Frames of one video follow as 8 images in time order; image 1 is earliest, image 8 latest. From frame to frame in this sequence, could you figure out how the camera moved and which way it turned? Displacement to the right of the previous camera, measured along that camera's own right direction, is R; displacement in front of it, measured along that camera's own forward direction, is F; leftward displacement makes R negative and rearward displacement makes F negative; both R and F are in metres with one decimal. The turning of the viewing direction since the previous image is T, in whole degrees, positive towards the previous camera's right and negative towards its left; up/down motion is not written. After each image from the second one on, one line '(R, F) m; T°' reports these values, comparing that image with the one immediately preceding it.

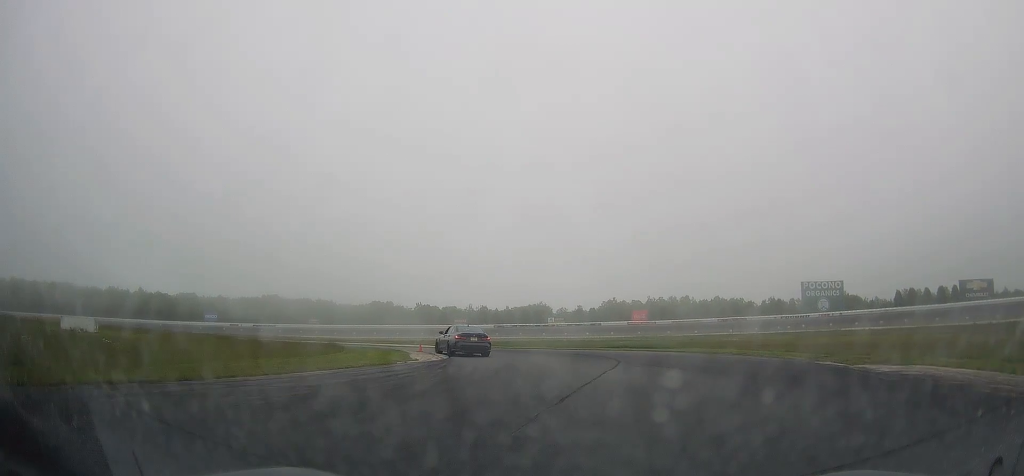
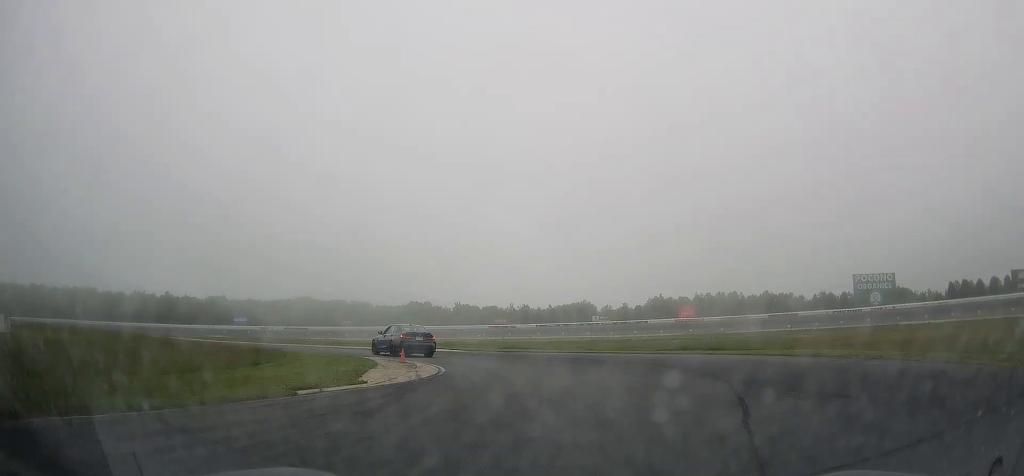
(0.0, +10.4) m; -4°
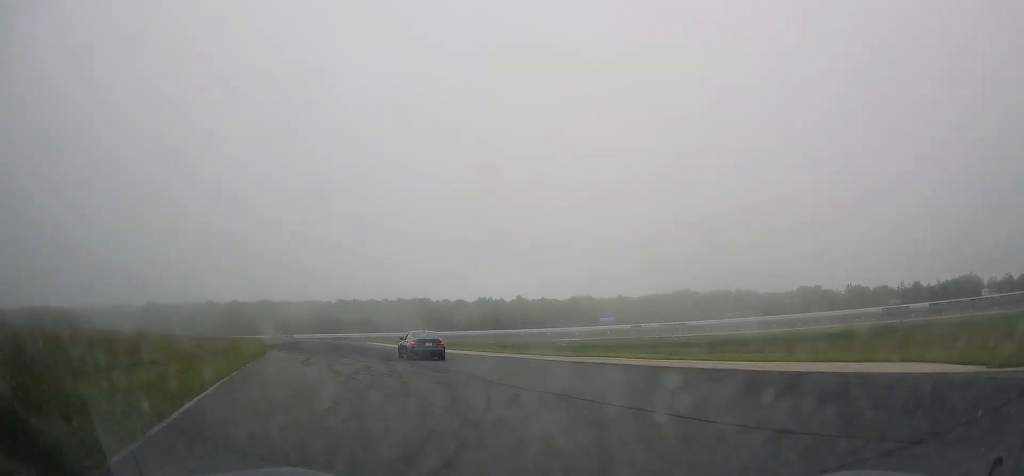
(-5.9, +26.7) m; -30°
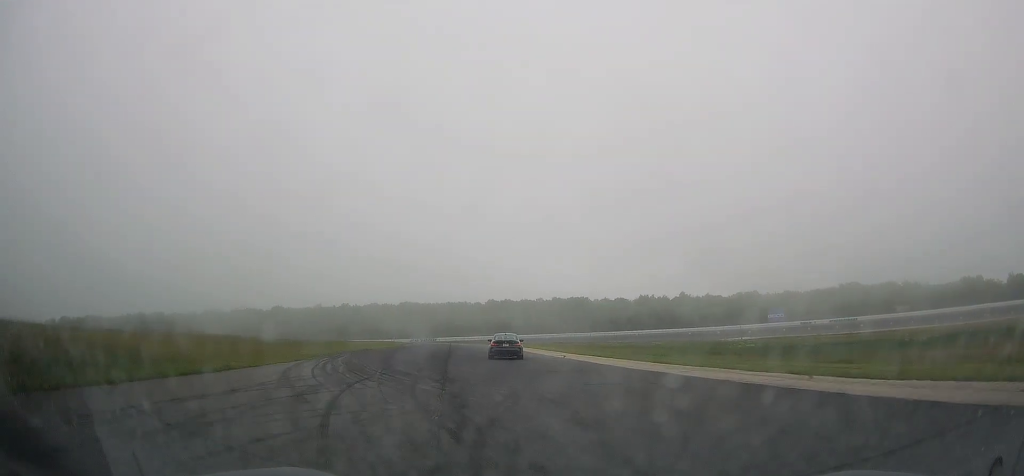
(-3.3, +16.3) m; -18°
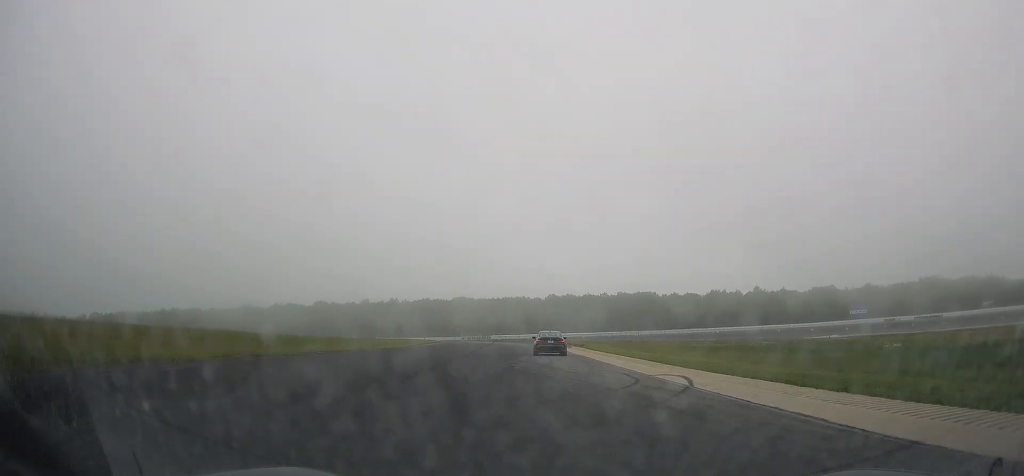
(-2.6, +20.2) m; -10°
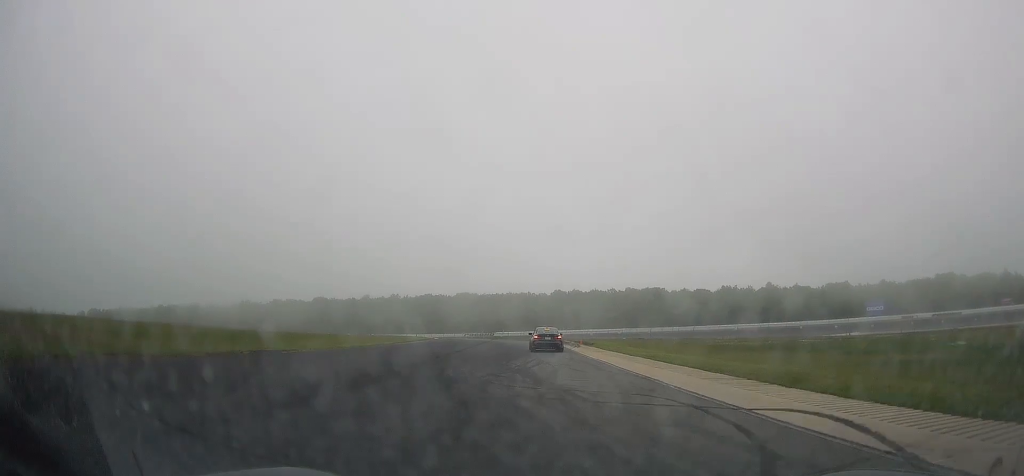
(-0.3, +8.6) m; -2°
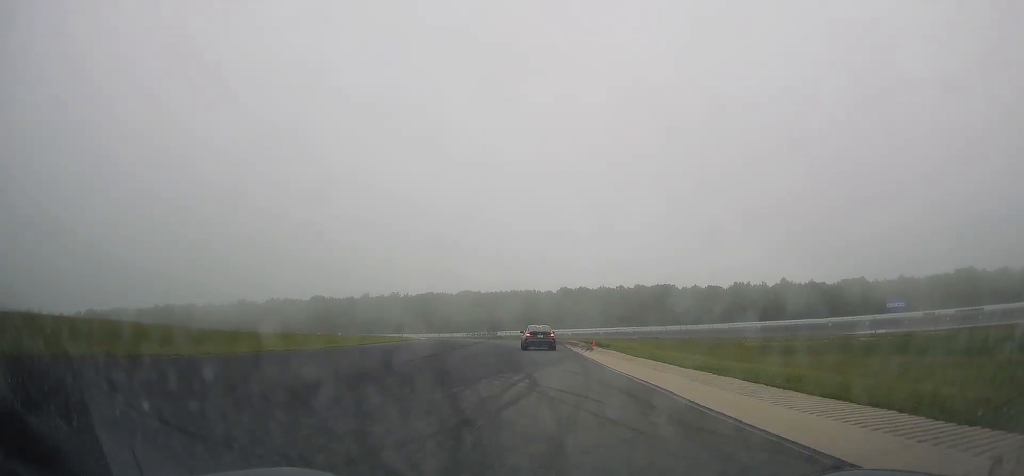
(0.0, +10.8) m; -1°
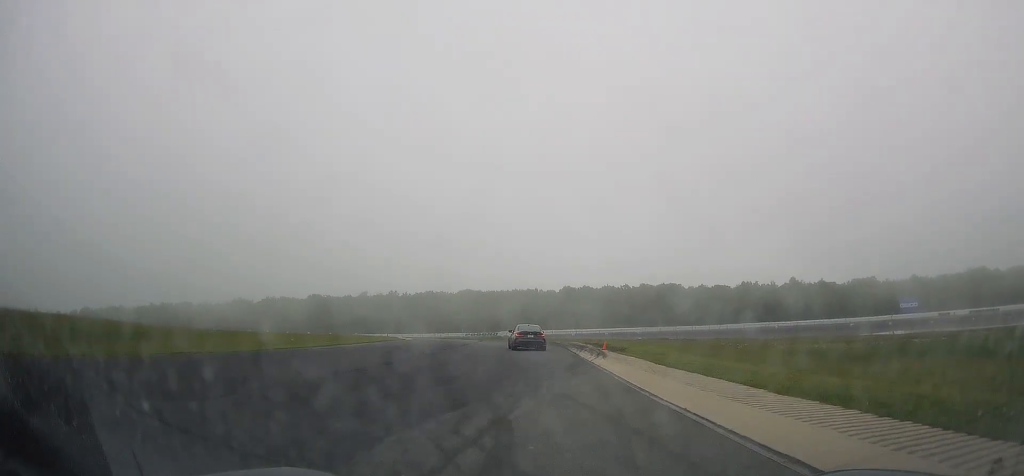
(+0.1, +7.6) m; -1°
